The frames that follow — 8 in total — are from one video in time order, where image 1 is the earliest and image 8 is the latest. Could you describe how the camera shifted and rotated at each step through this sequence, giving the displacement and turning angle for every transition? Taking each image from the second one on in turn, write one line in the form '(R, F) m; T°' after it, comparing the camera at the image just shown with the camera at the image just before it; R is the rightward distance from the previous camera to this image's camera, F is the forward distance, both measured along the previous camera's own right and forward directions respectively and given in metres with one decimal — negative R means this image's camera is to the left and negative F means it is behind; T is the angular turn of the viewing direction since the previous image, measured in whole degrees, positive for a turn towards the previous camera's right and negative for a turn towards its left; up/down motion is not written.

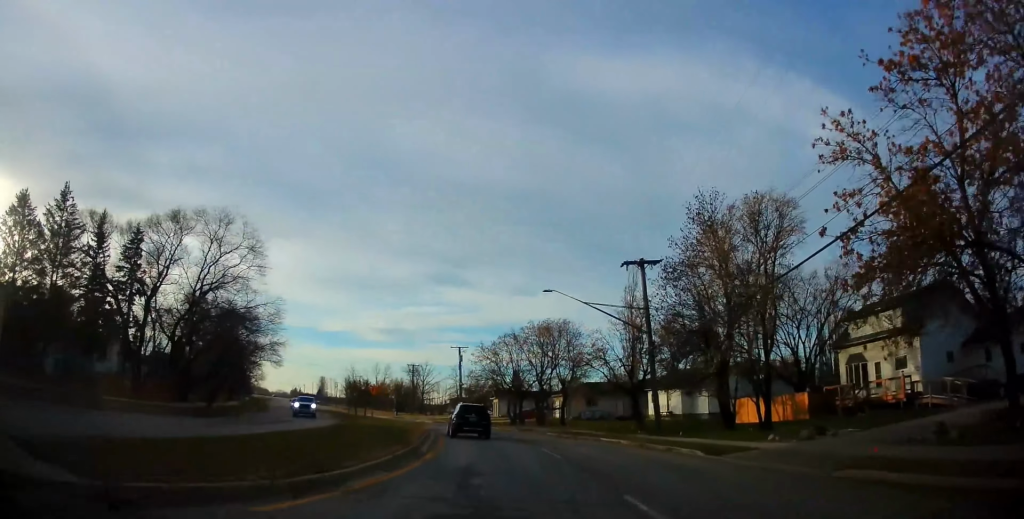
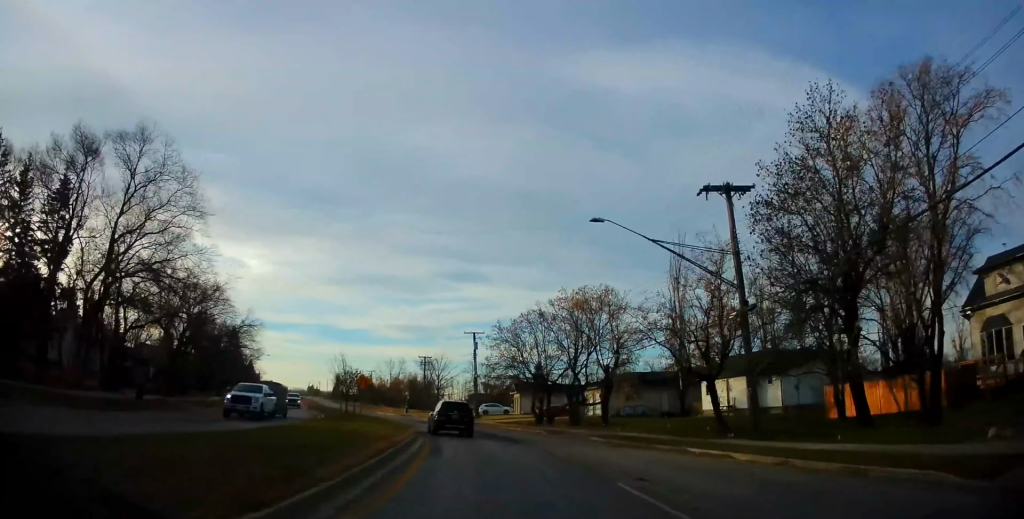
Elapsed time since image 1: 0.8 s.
(-0.2, +9.6) m; -2°
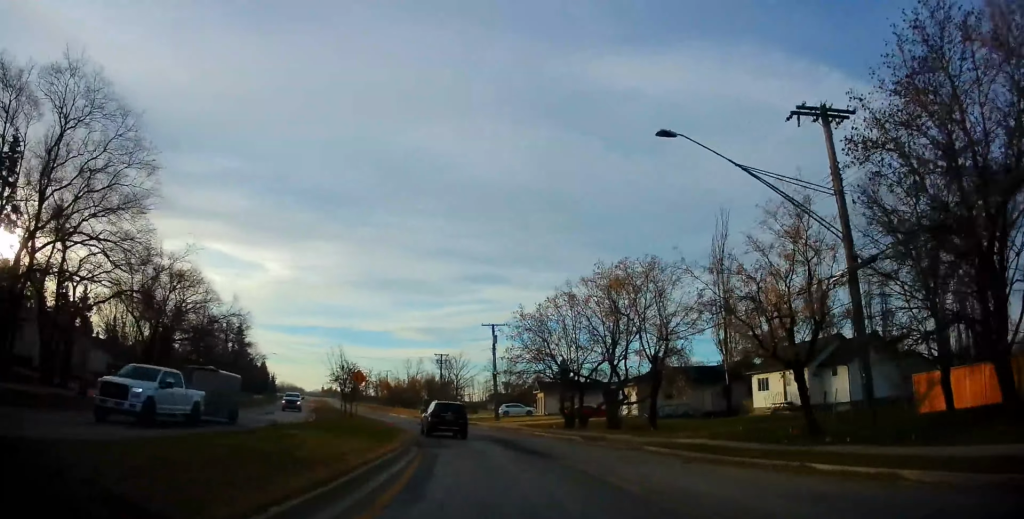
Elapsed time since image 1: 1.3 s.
(-0.1, +6.0) m; -1°
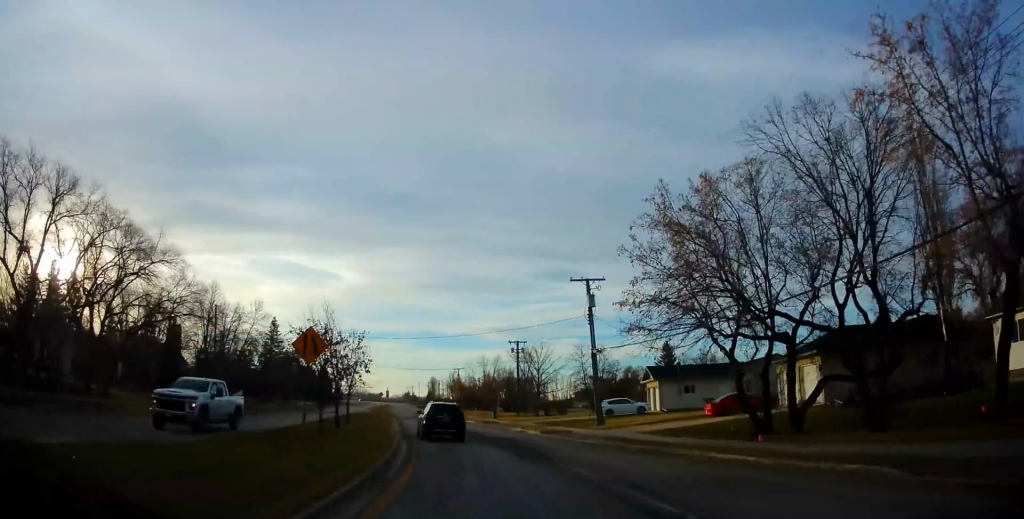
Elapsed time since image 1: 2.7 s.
(-0.8, +18.3) m; -9°
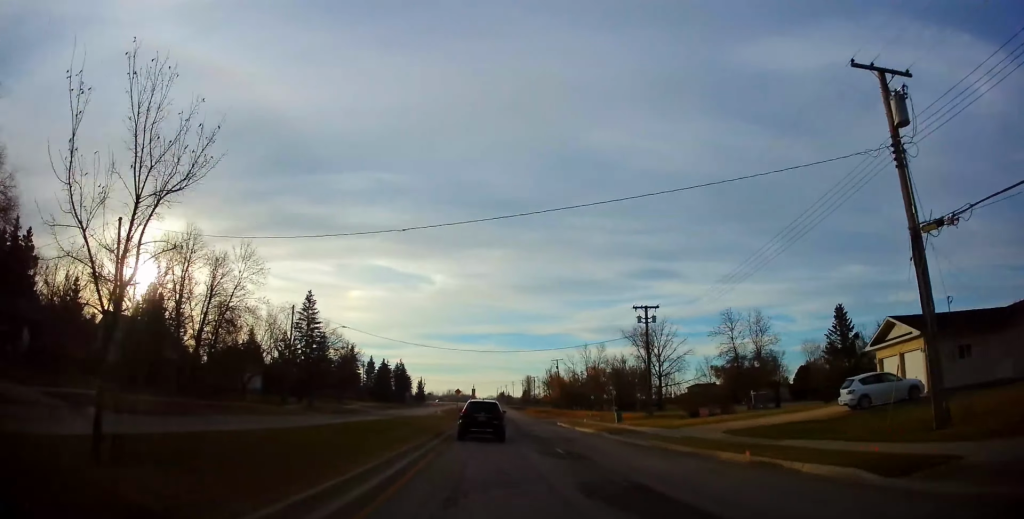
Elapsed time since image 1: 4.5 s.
(-3.2, +26.4) m; -9°
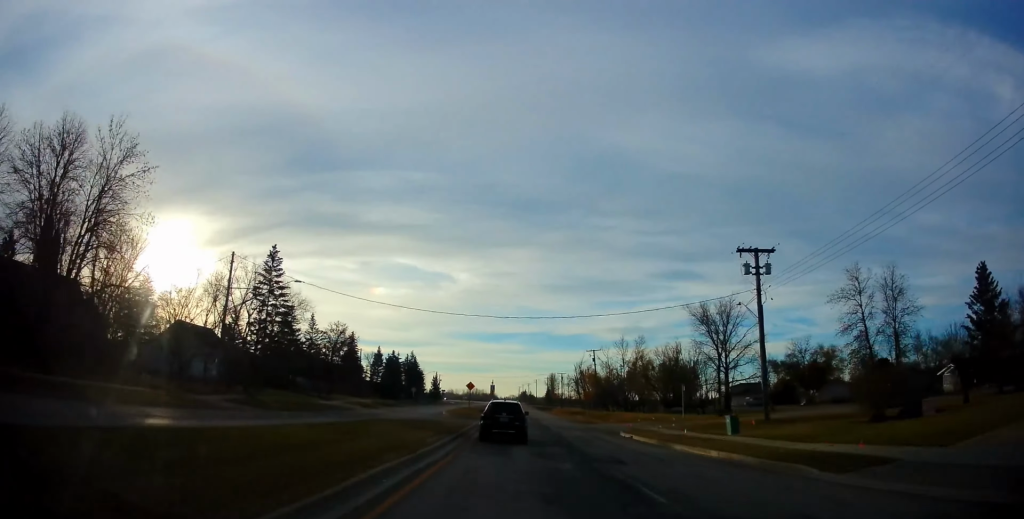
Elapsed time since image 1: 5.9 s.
(-0.6, +20.1) m; -2°
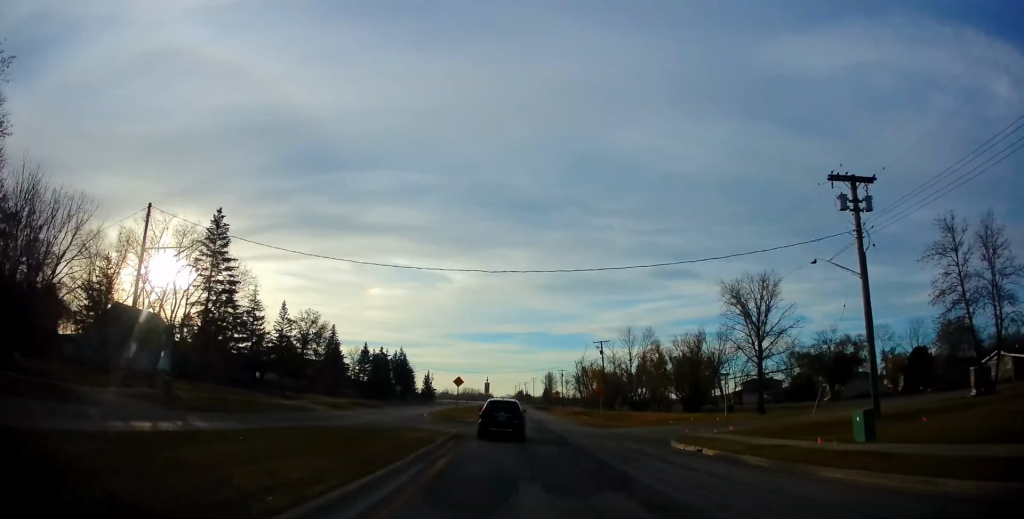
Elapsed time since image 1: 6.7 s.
(0.0, +11.0) m; 0°
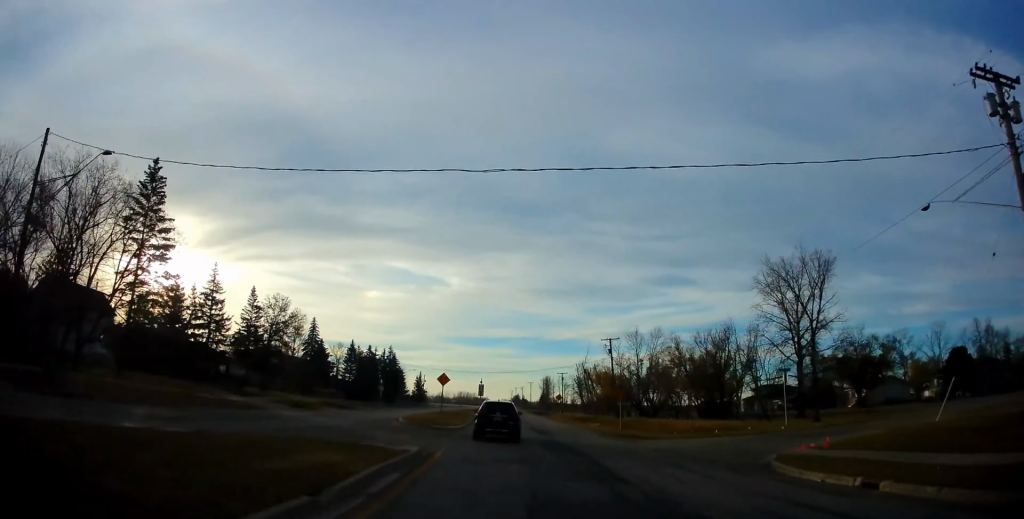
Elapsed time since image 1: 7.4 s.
(0.0, +11.2) m; +1°
